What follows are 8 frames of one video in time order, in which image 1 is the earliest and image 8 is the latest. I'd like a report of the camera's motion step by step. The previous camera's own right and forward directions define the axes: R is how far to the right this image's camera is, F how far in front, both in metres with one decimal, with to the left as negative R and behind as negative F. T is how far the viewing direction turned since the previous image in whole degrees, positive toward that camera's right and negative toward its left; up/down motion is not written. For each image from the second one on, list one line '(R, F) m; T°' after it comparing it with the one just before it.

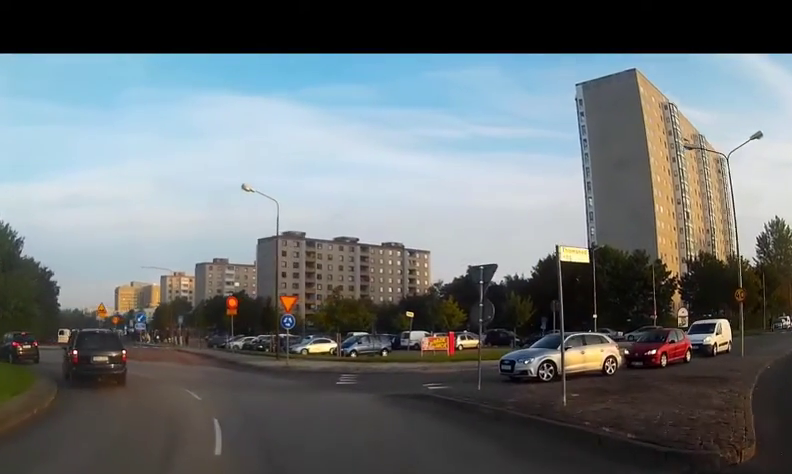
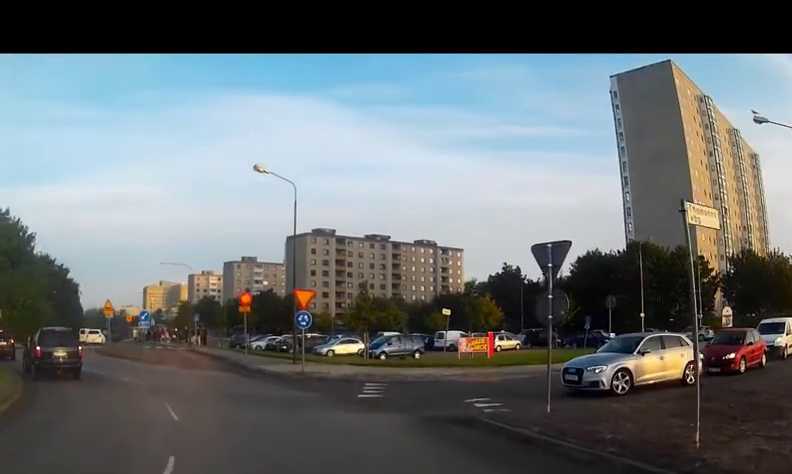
(-0.1, +3.3) m; -6°
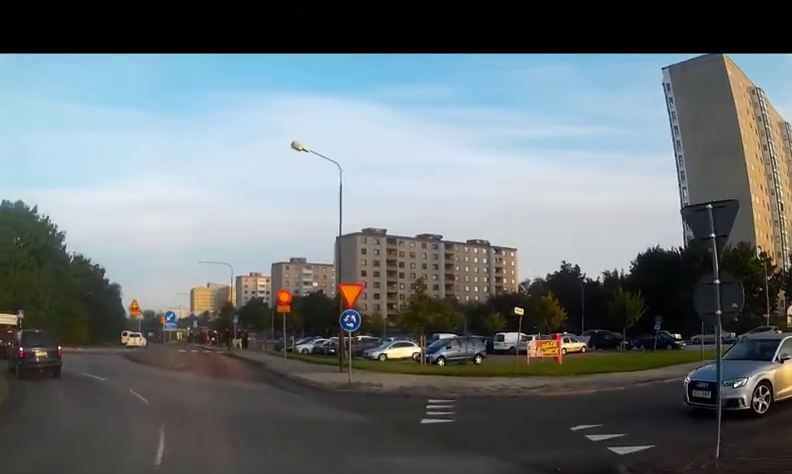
(-0.3, +3.3) m; -7°
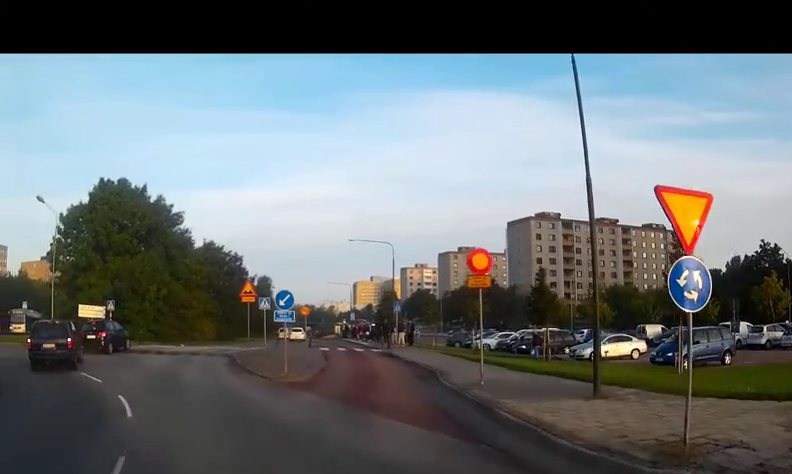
(-1.6, +9.4) m; -19°
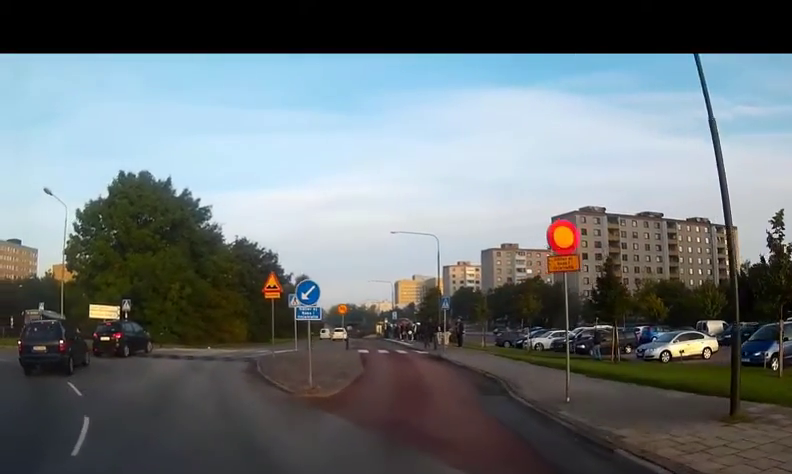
(-0.3, +3.2) m; -2°
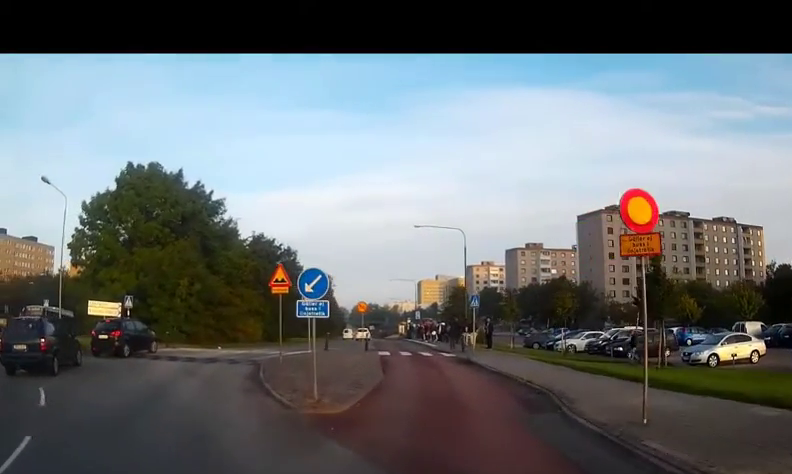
(-0.1, +2.3) m; -1°
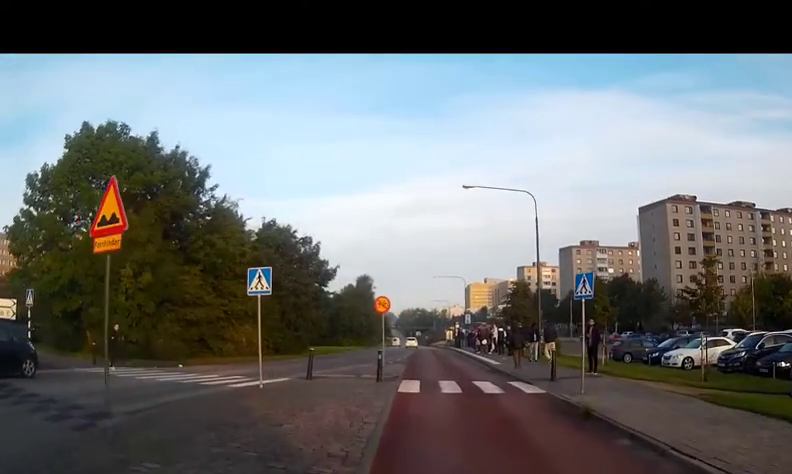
(-0.4, +11.1) m; -4°
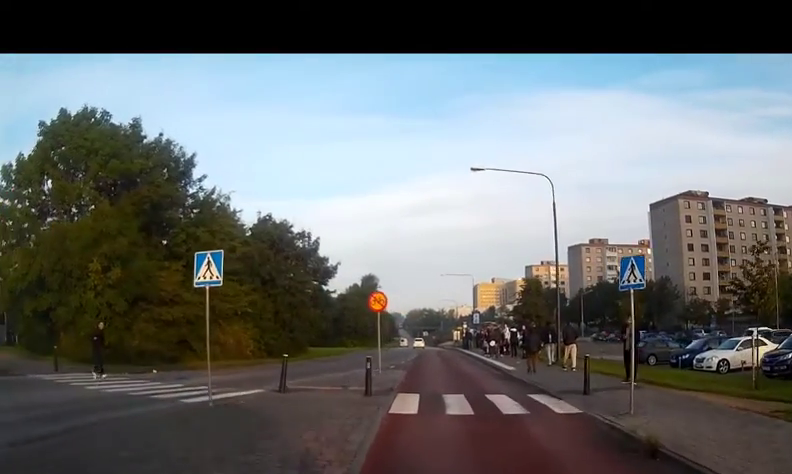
(+0.1, +2.9) m; 0°
